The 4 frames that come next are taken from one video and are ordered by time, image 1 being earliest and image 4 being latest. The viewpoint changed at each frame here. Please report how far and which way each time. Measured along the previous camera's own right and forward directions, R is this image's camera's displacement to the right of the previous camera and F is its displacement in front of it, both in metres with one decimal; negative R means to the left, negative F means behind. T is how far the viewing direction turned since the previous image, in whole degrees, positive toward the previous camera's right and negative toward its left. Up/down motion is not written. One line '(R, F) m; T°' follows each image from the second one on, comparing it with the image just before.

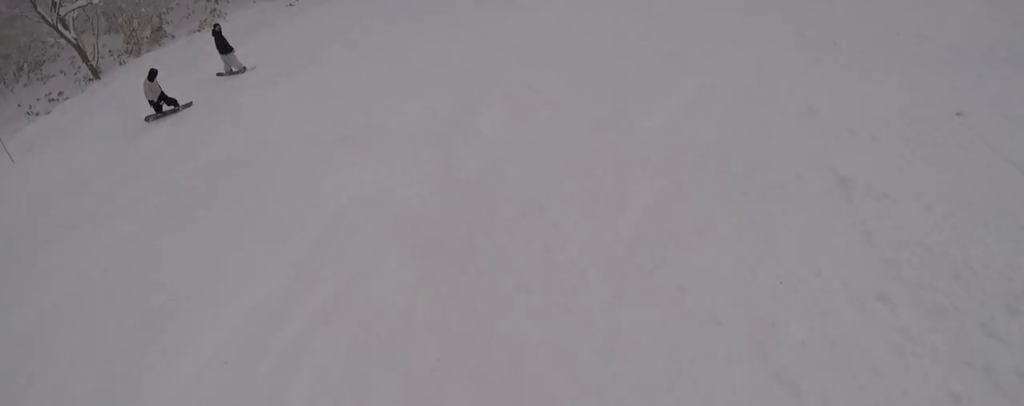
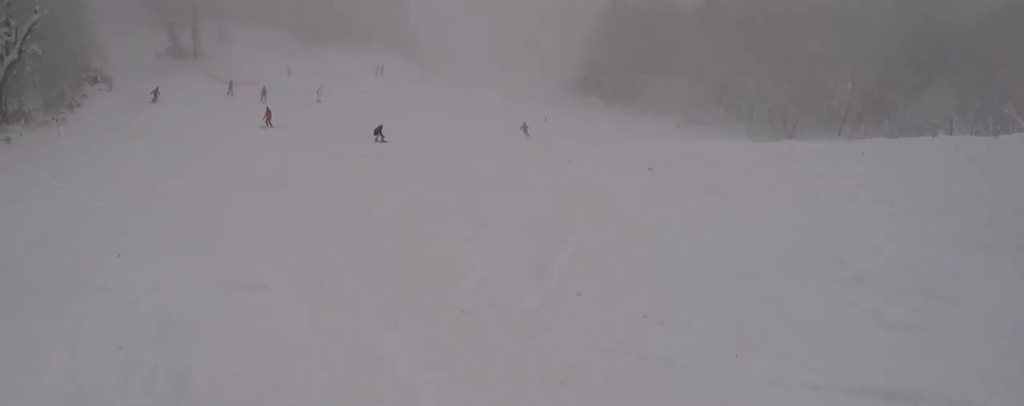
(+4.7, +5.8) m; +58°
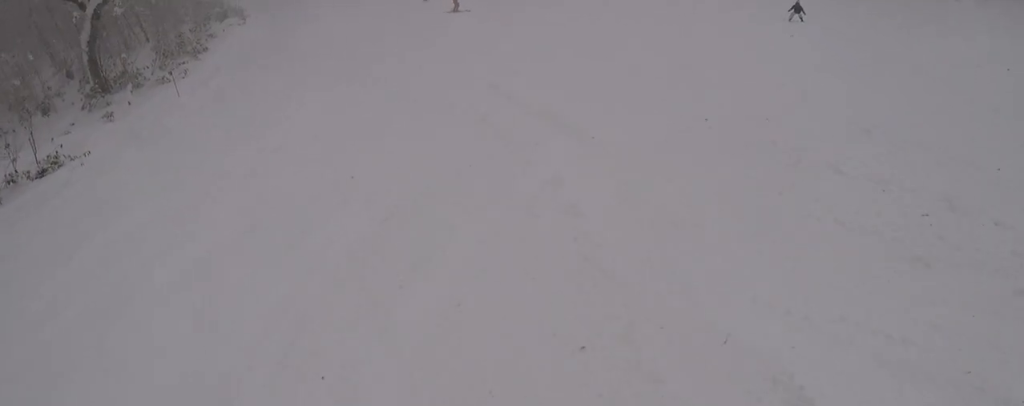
(-4.2, +12.9) m; -20°
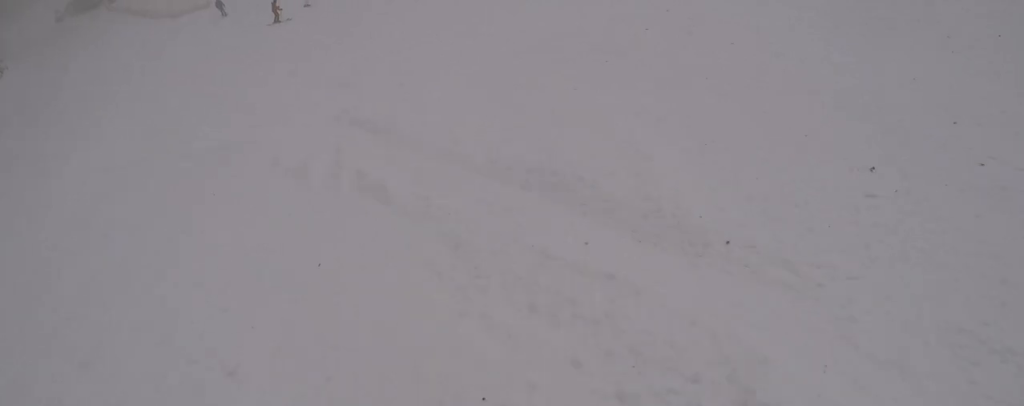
(-0.4, +3.3) m; +10°
